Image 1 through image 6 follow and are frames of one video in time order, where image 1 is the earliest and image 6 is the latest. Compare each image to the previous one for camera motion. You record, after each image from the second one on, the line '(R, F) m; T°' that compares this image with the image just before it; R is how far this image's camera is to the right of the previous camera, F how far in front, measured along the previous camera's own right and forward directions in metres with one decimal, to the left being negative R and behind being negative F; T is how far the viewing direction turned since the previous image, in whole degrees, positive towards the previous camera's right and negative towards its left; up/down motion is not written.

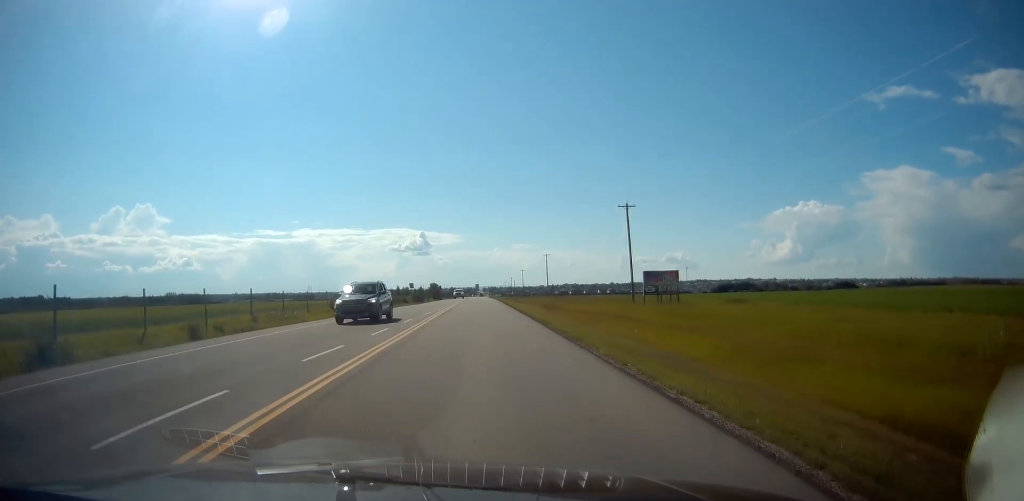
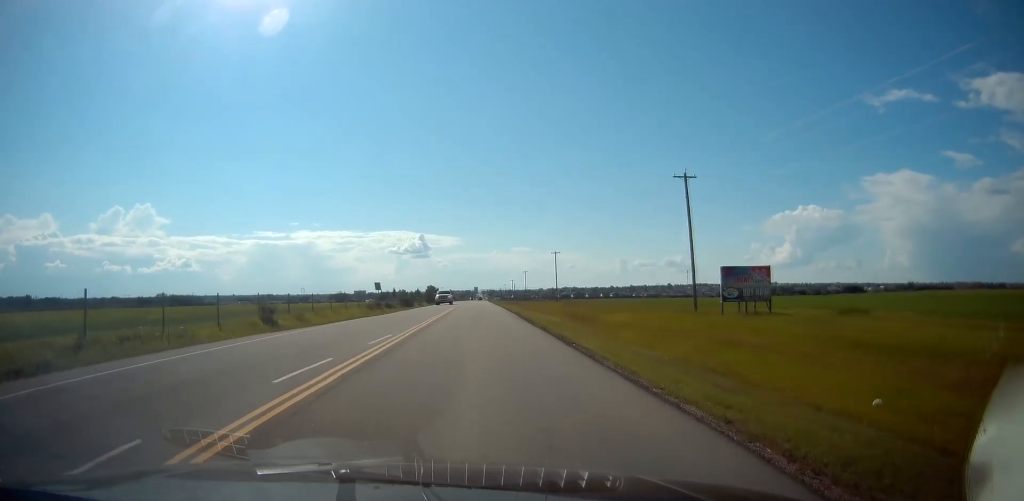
(0.0, +20.4) m; 0°
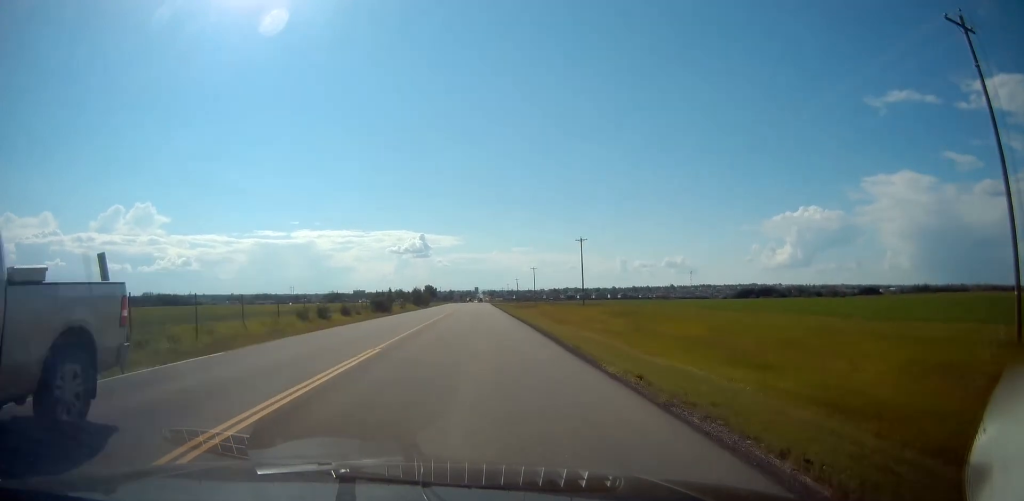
(0.0, +33.3) m; 0°
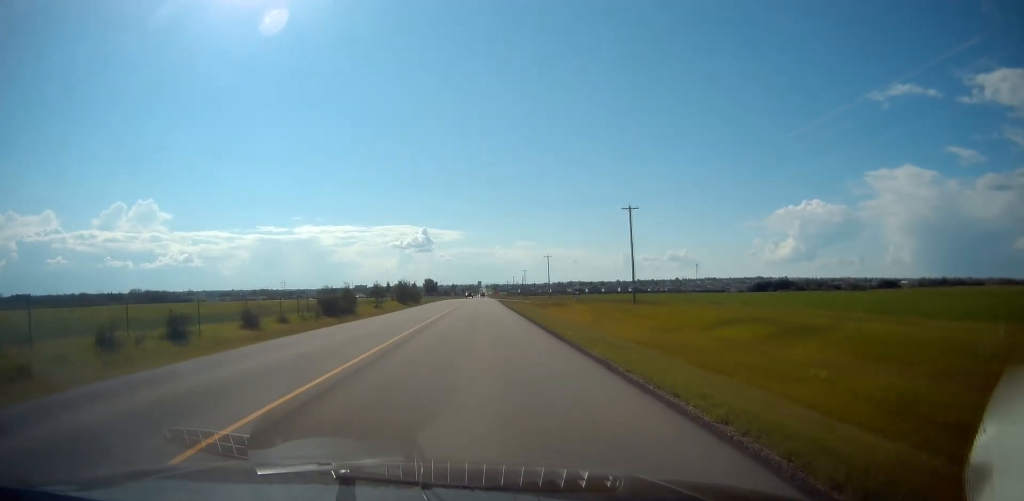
(0.0, +31.1) m; 0°
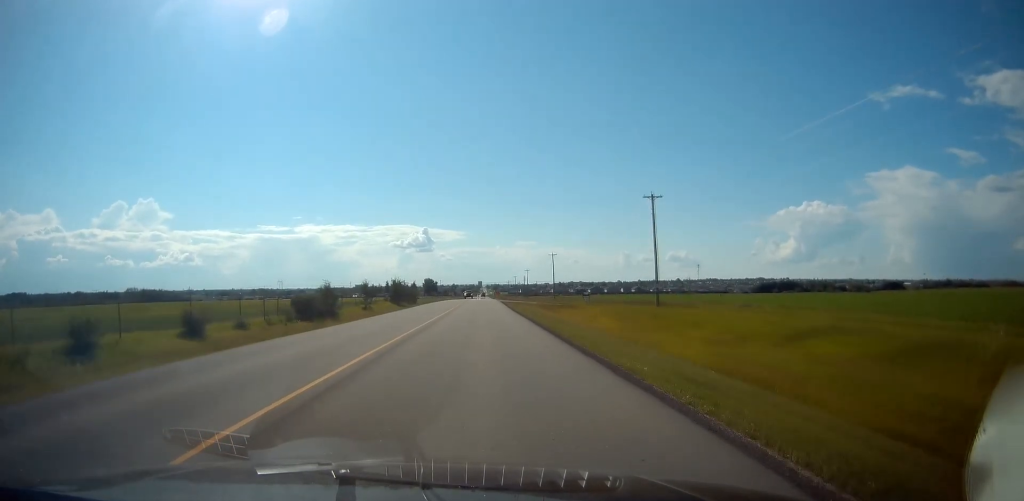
(0.0, +8.8) m; 0°
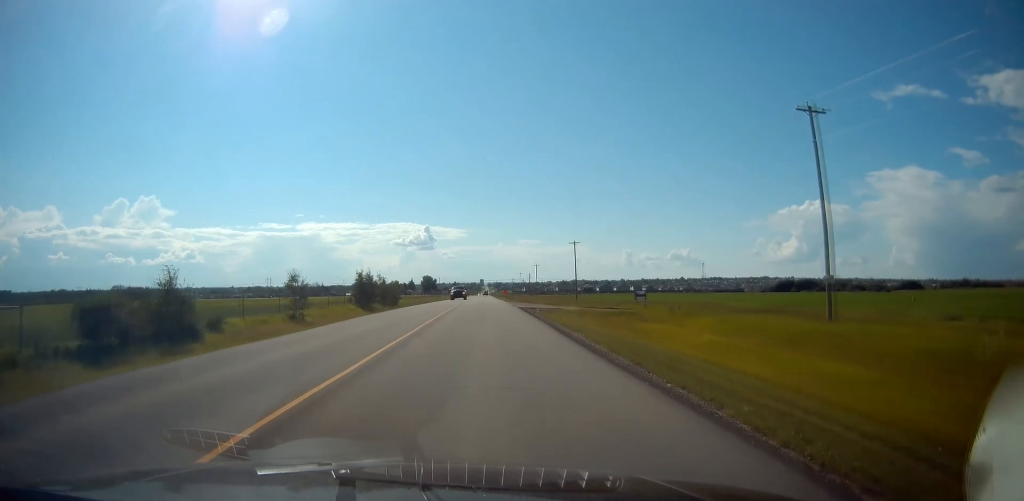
(0.0, +30.3) m; 0°
